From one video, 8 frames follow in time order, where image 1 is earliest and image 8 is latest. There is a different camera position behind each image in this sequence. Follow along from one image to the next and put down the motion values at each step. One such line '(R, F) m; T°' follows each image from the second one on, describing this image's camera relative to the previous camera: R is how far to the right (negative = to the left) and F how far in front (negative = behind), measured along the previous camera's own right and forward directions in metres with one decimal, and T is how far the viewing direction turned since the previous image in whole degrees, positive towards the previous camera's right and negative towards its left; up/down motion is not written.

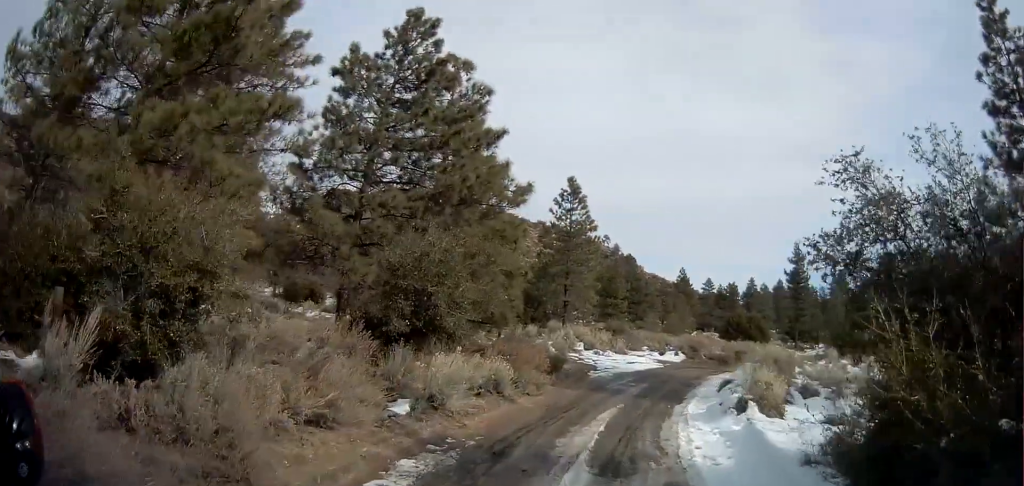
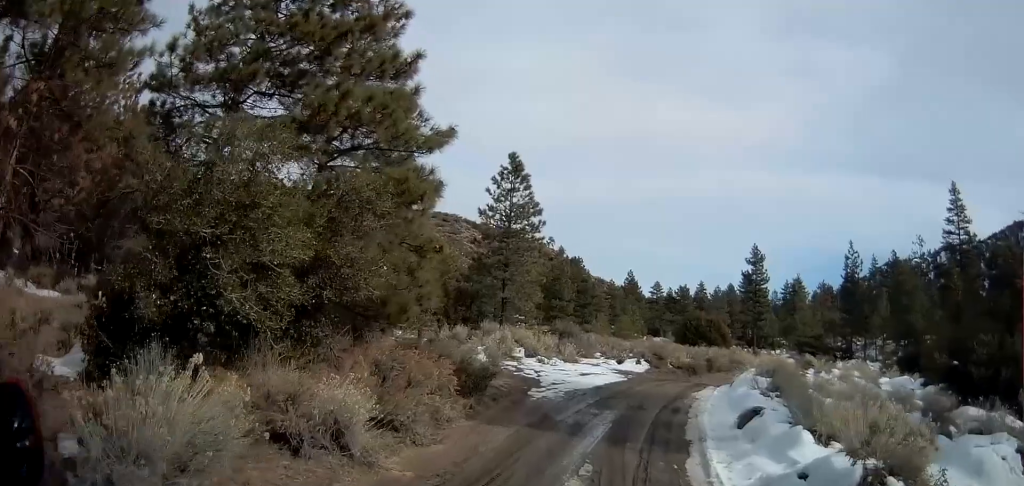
(+0.4, +7.7) m; +5°
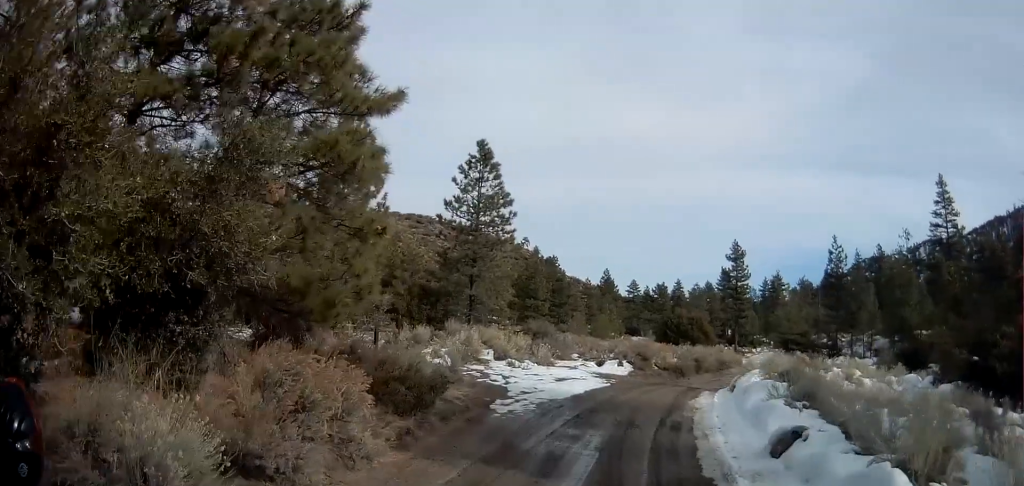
(+0.1, +3.5) m; +2°
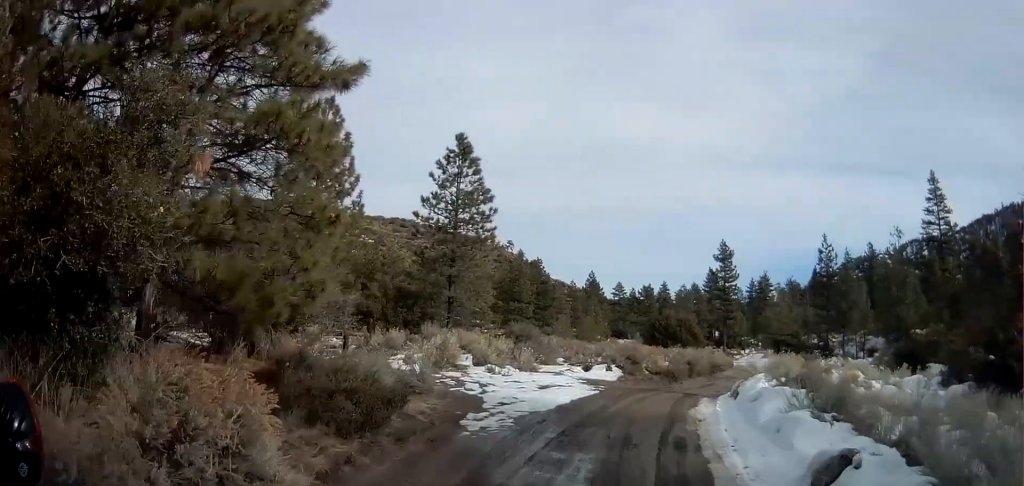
(0.0, +2.1) m; +2°
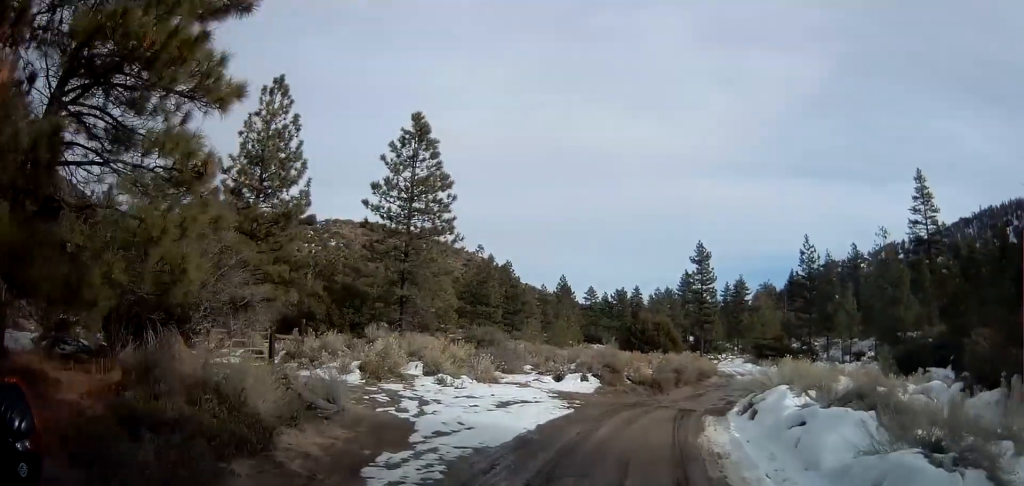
(+0.1, +4.2) m; +4°
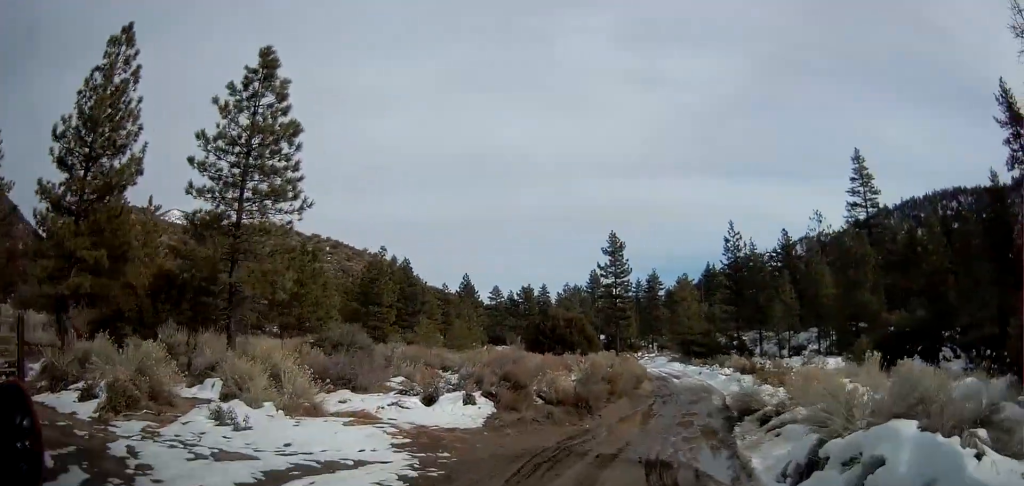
(+0.8, +8.8) m; +10°
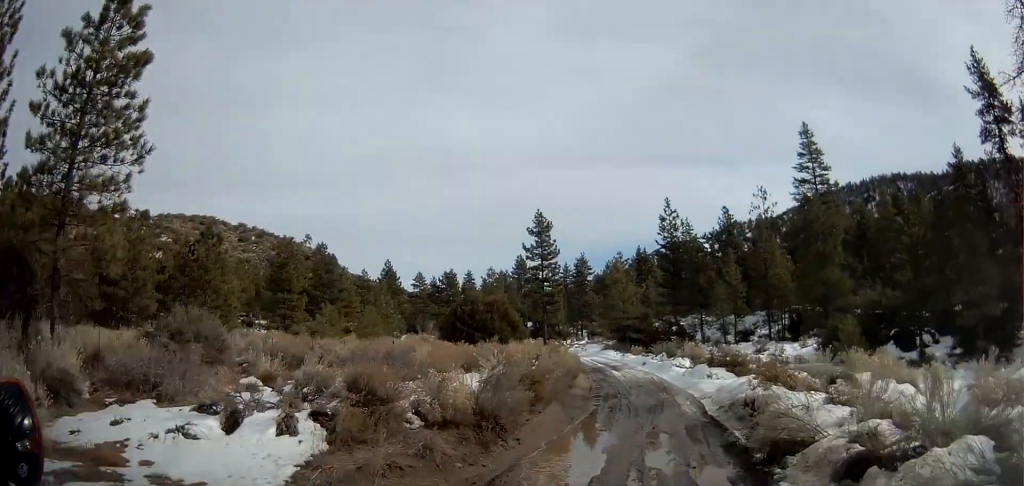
(+0.4, +7.1) m; +7°
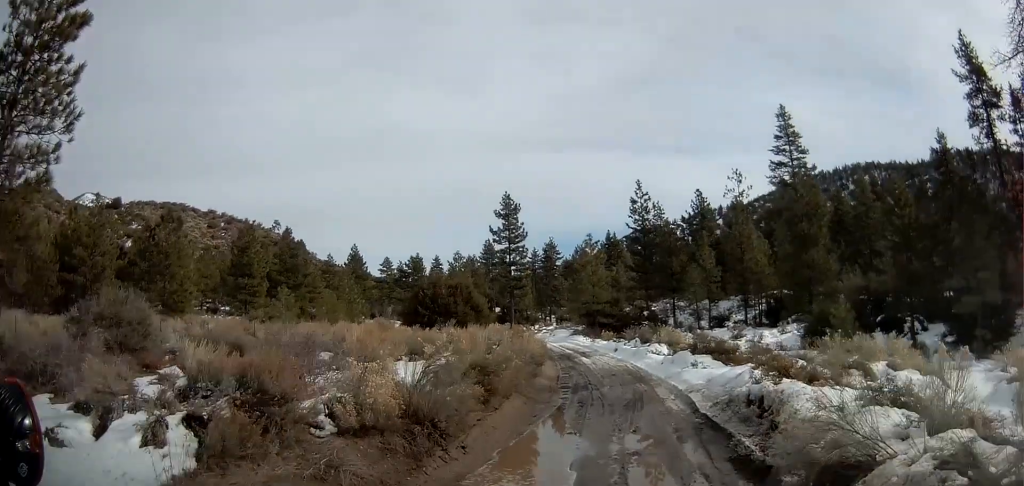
(+0.1, +2.7) m; +3°
